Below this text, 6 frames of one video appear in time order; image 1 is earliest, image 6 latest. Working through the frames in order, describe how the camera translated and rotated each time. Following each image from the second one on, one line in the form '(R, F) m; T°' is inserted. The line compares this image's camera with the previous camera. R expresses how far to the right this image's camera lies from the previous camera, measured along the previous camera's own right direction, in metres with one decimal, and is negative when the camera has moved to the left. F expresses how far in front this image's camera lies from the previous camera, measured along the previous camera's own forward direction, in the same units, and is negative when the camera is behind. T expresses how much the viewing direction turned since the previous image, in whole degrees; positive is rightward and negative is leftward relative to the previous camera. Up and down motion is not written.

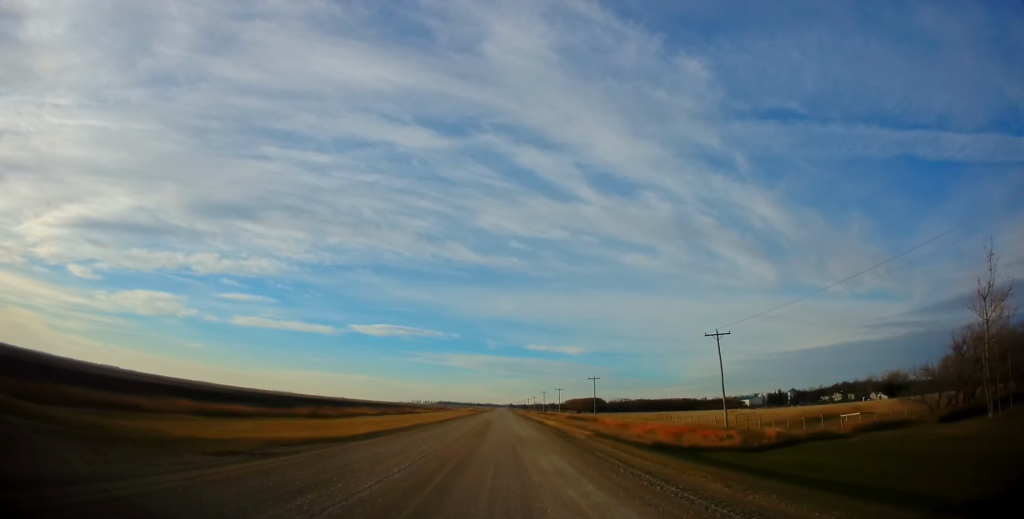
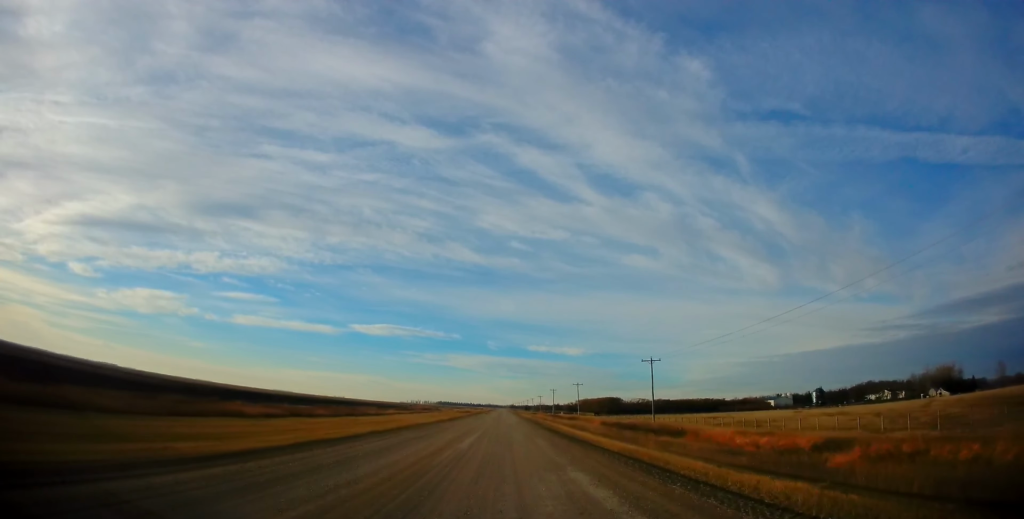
(+0.3, +43.2) m; 0°
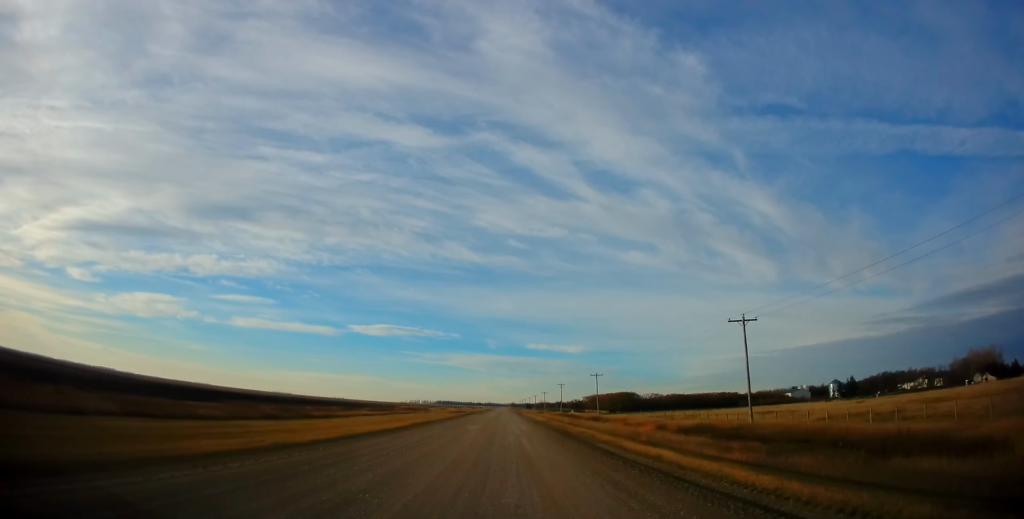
(0.0, +30.0) m; -1°
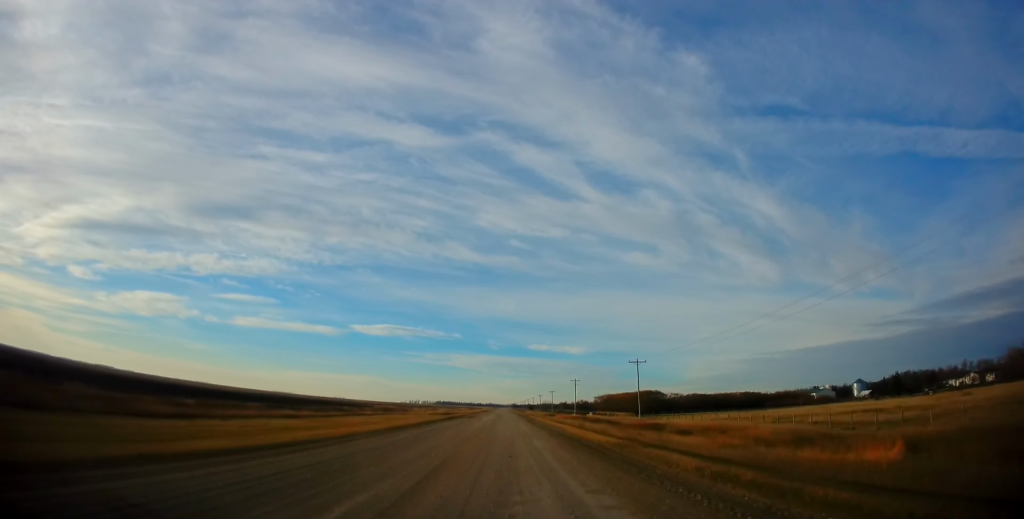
(-0.2, +38.4) m; 0°
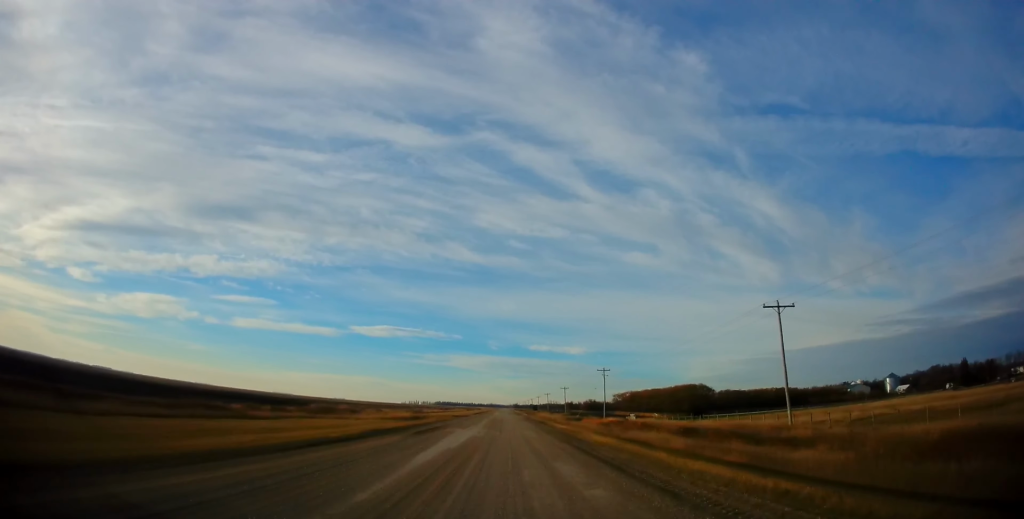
(+0.2, +46.6) m; 0°
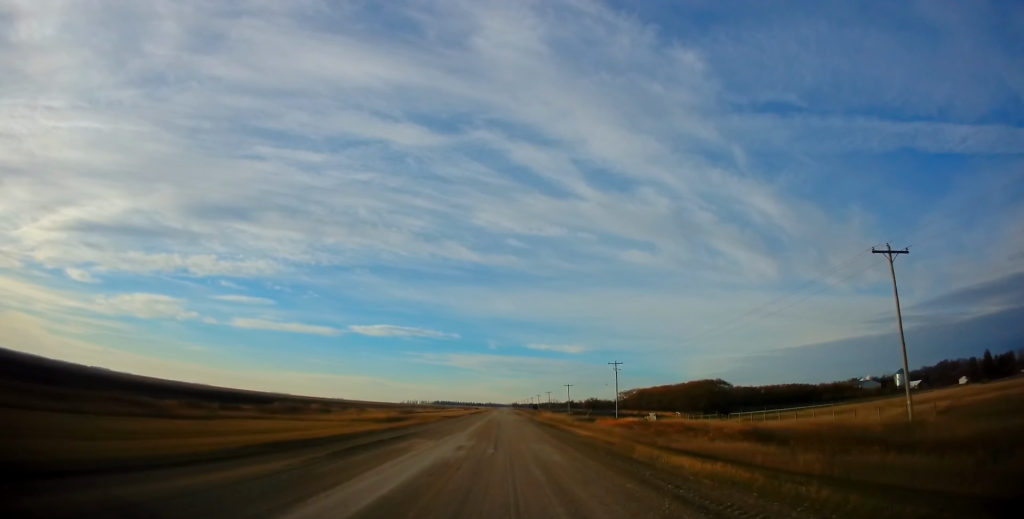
(-0.1, +13.7) m; 0°
